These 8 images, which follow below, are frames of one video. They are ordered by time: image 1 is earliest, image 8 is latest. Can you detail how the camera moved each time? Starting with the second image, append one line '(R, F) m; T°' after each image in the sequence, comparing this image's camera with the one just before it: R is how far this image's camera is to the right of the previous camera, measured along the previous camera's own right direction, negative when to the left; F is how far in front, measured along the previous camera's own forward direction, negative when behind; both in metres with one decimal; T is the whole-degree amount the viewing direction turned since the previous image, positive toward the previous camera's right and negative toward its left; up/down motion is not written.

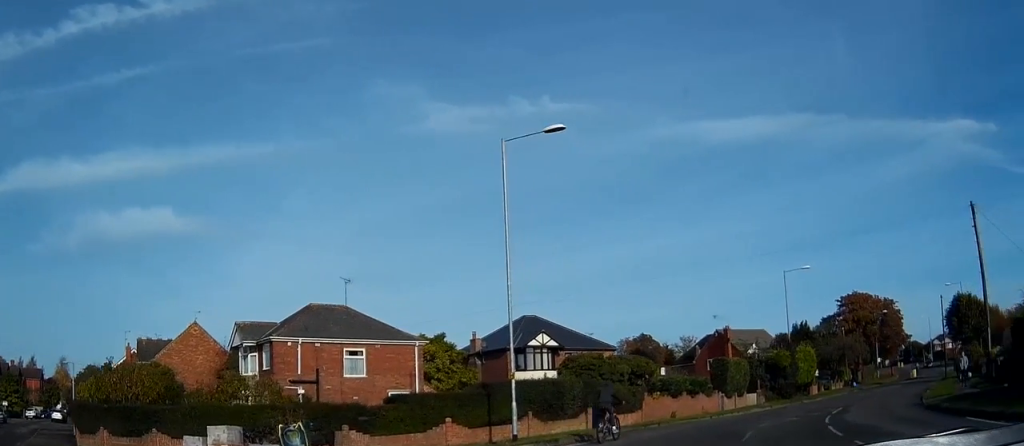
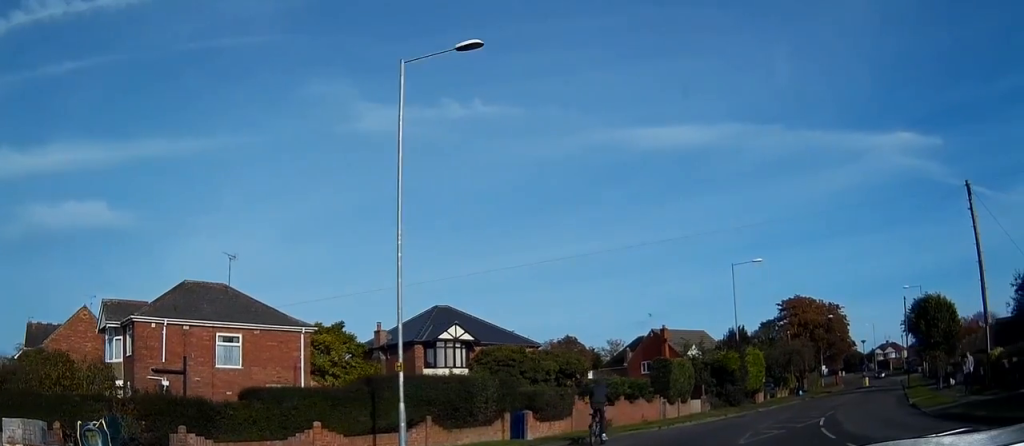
(+0.4, +6.2) m; +8°
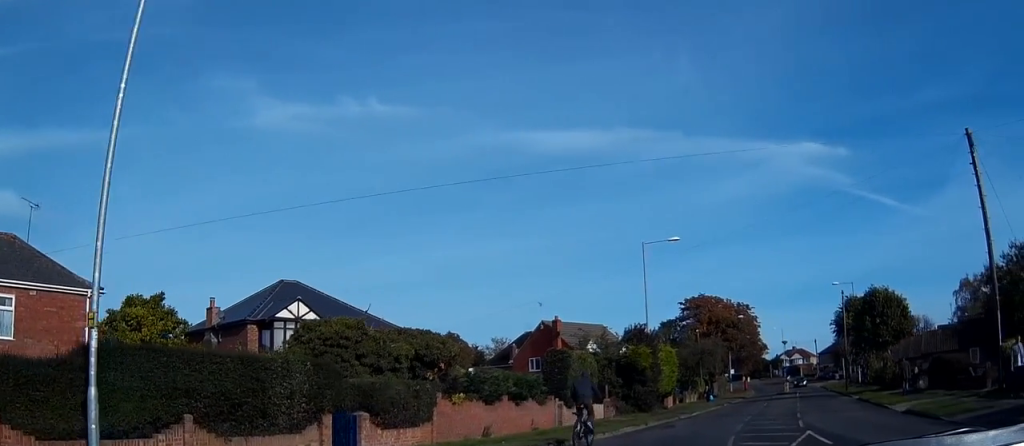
(+0.7, +8.8) m; +6°
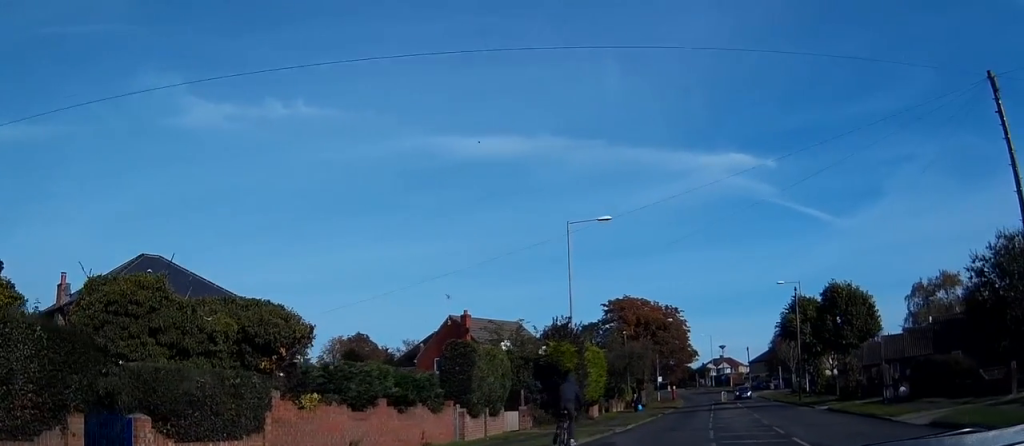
(0.0, +7.6) m; +3°
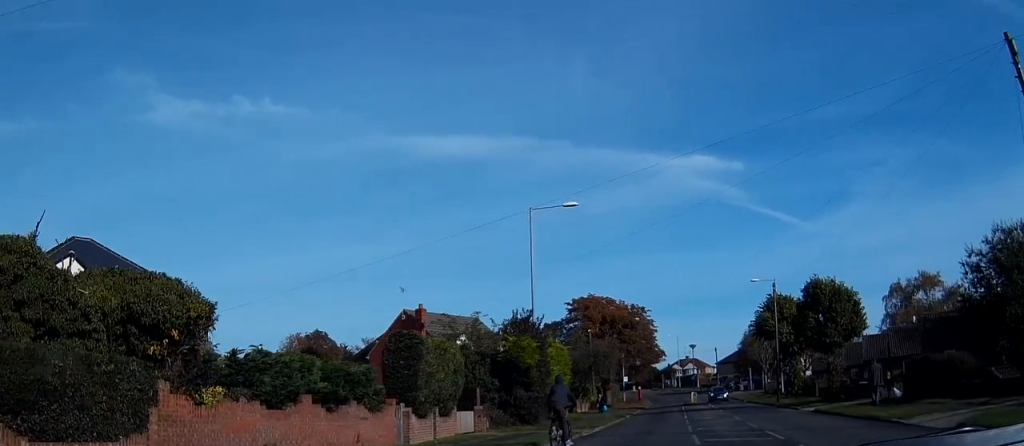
(+0.2, +3.4) m; +2°
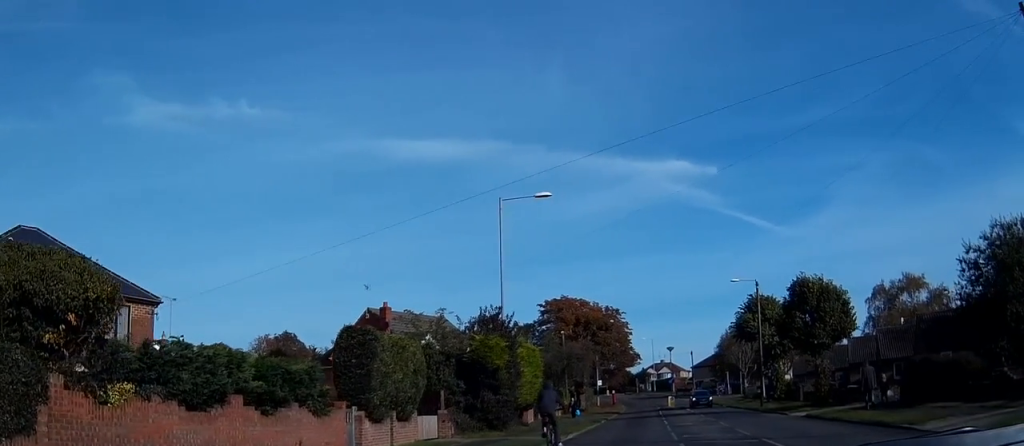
(0.0, +2.6) m; +1°
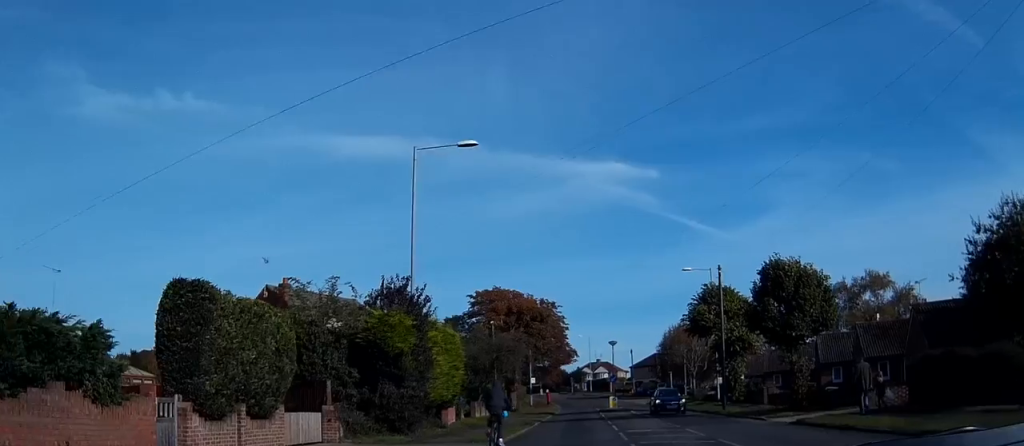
(+0.2, +6.9) m; +4°
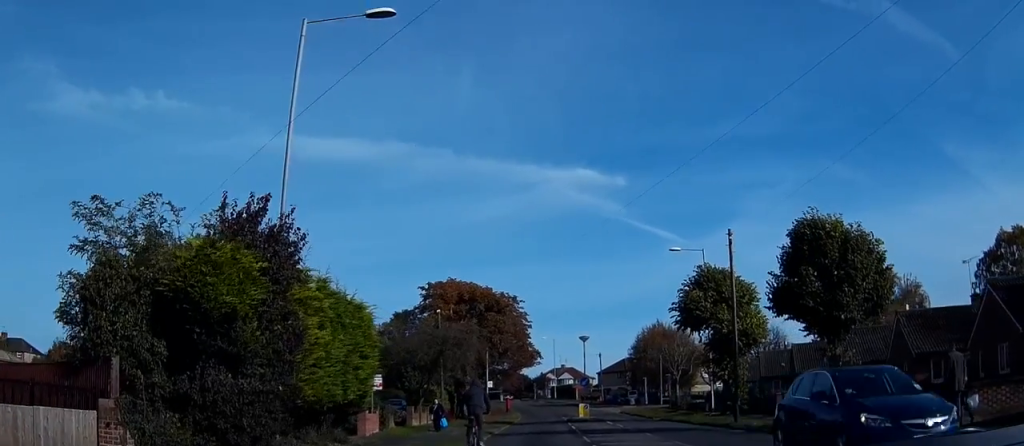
(+1.0, +10.1) m; +10°
